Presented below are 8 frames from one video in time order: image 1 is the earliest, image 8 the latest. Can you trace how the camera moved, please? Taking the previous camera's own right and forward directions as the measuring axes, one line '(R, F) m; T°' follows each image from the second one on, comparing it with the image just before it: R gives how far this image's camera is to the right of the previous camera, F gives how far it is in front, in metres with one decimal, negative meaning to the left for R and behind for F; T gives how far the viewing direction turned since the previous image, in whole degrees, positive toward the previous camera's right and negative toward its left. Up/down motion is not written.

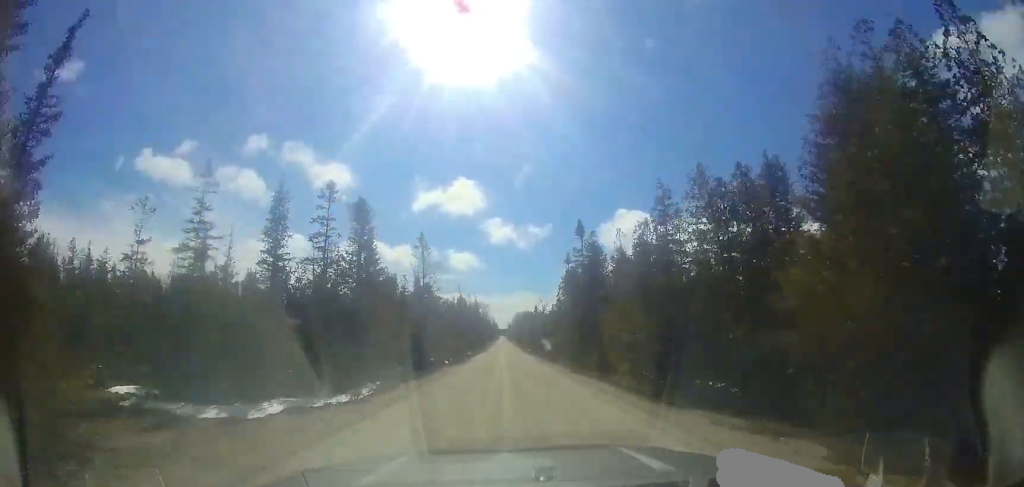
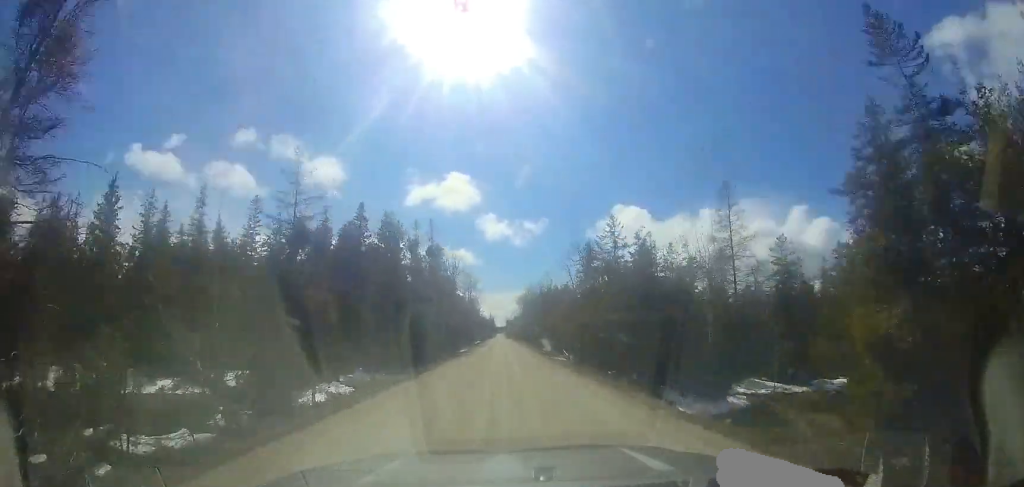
(+0.1, +50.4) m; 0°
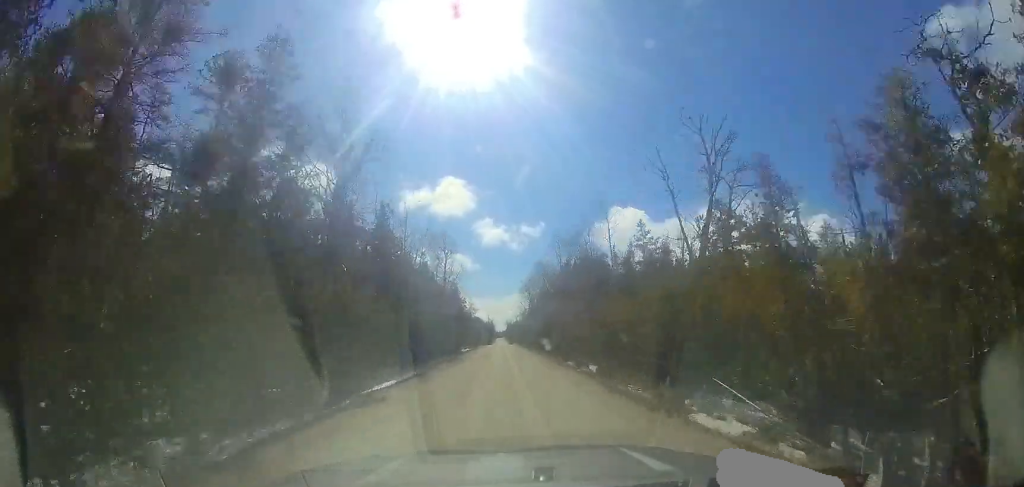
(-0.1, +28.7) m; 0°
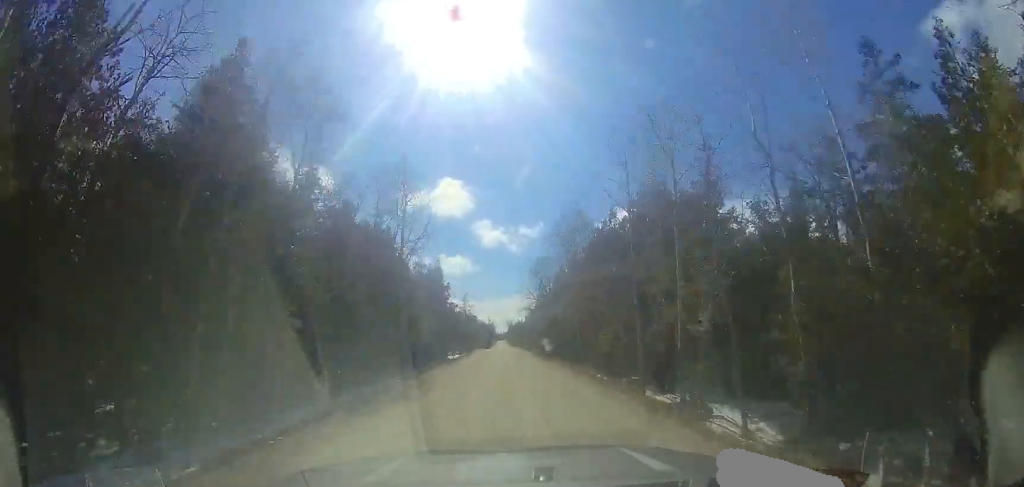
(+0.1, +16.7) m; 0°
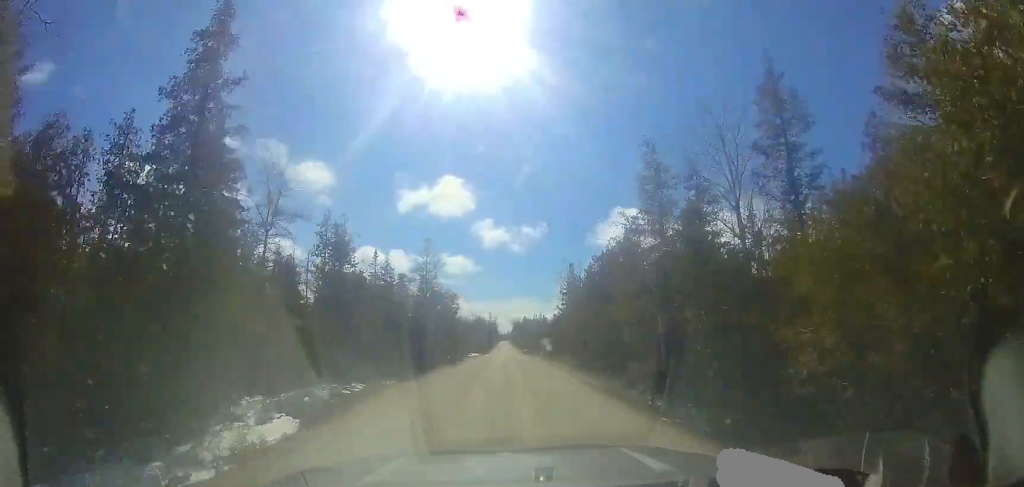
(0.0, +41.6) m; 0°
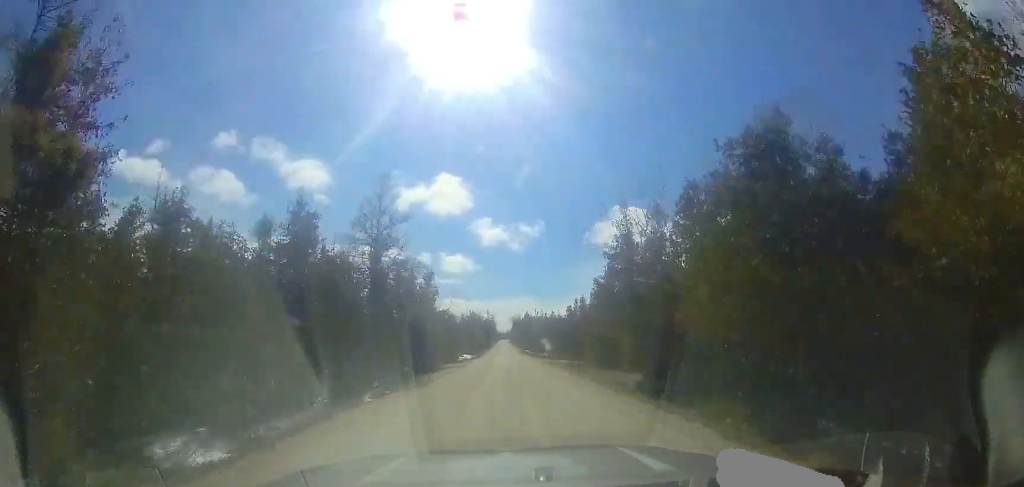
(0.0, +13.8) m; 0°
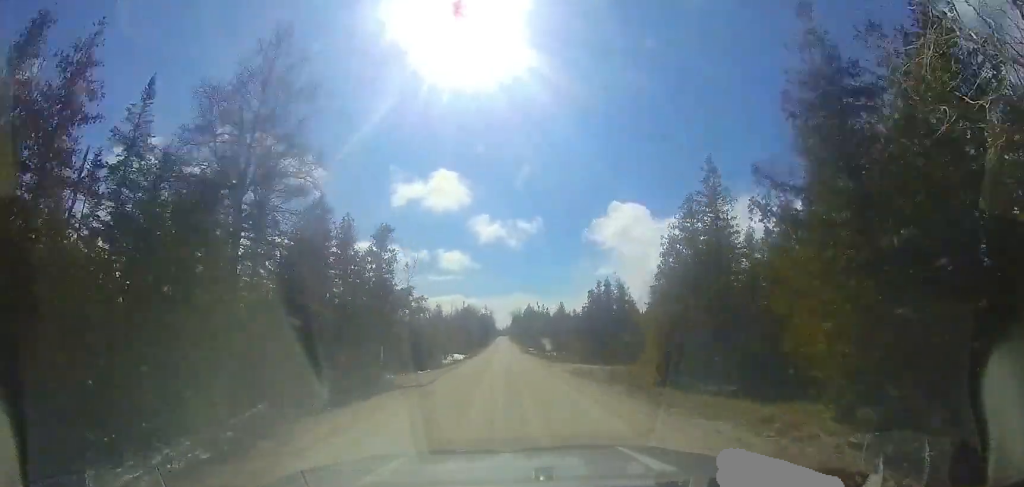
(-0.1, +12.0) m; 0°
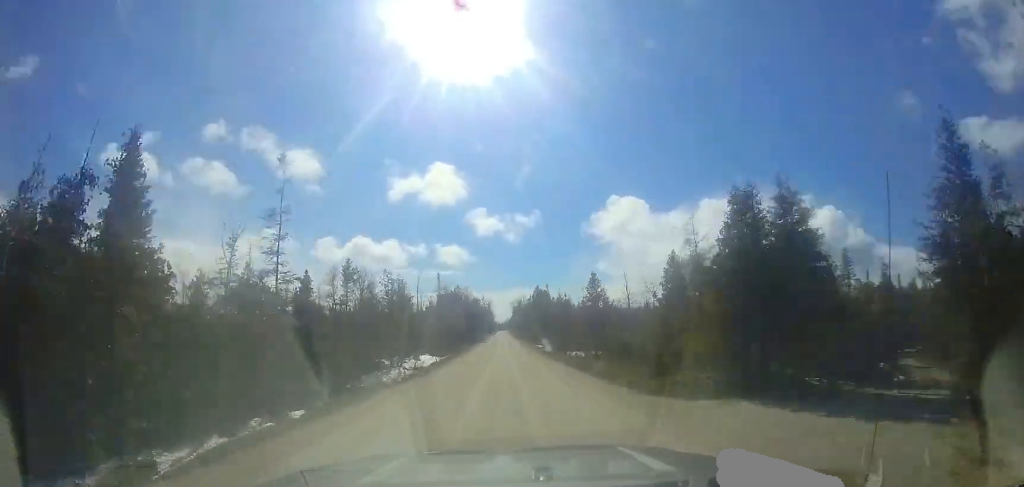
(0.0, +22.1) m; 0°
